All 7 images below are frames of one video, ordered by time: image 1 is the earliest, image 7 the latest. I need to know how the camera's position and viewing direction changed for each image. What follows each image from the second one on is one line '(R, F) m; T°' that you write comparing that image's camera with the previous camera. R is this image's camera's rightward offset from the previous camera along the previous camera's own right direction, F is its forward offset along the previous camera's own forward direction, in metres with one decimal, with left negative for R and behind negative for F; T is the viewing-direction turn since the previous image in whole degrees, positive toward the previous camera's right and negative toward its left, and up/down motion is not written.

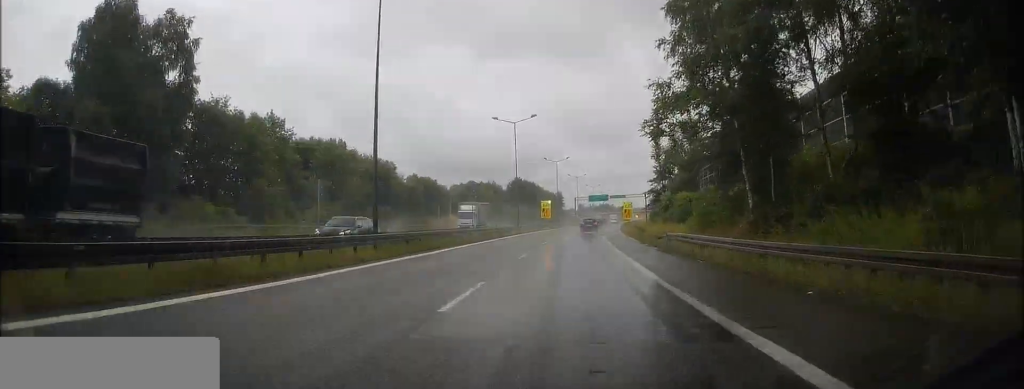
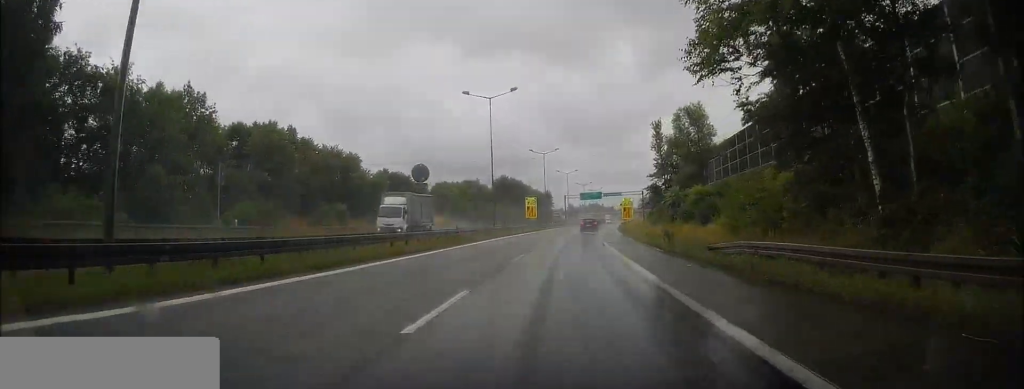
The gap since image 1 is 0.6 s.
(+0.1, +13.7) m; +1°
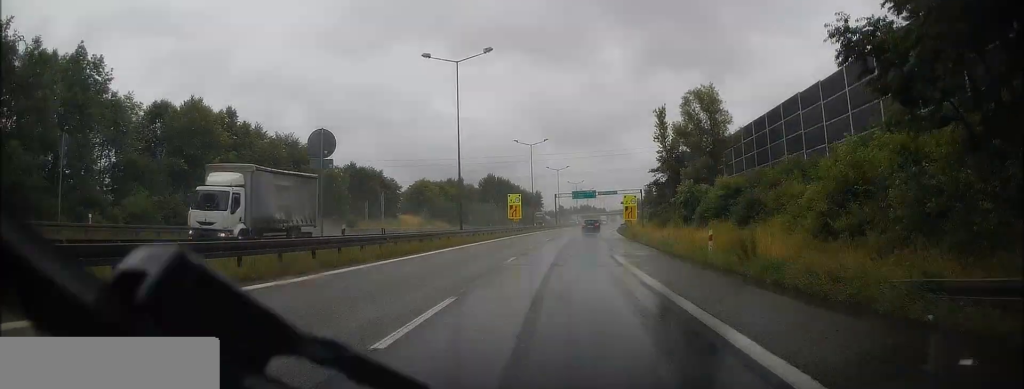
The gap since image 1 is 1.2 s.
(+0.1, +12.9) m; +1°
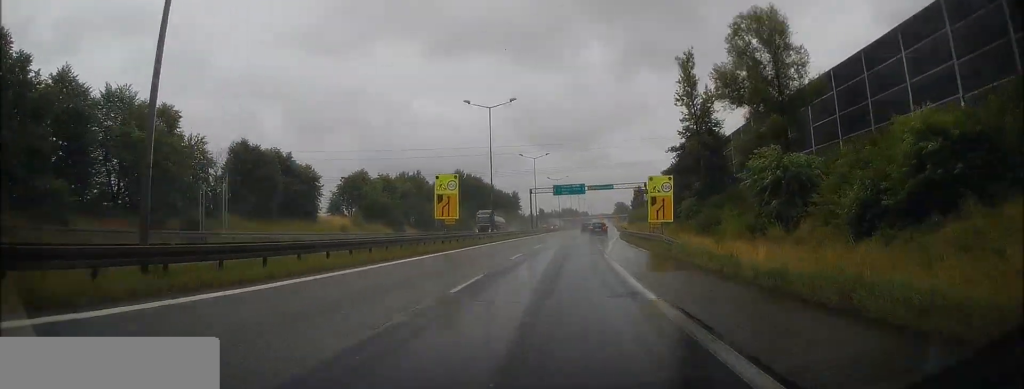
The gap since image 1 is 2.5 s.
(+0.3, +30.3) m; +1°
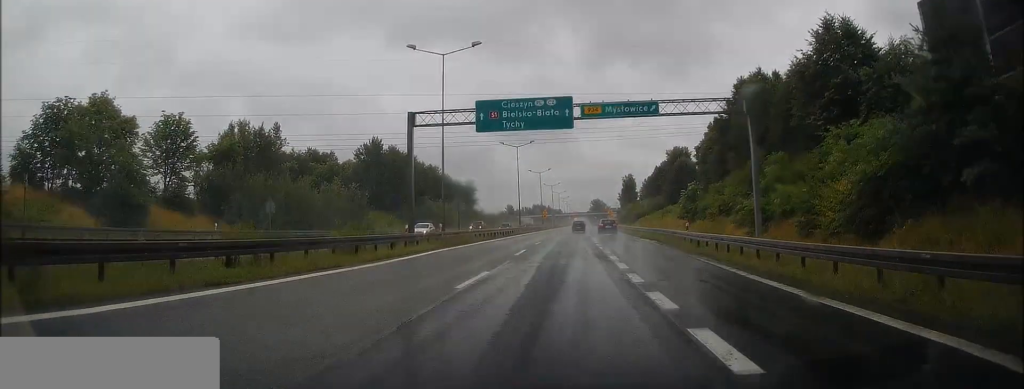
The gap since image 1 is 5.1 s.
(+1.8, +59.2) m; +3°
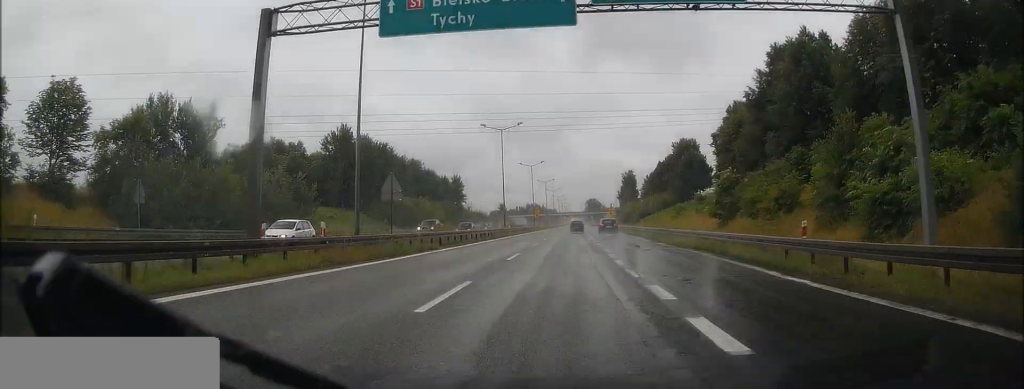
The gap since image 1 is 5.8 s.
(0.0, +15.3) m; +1°
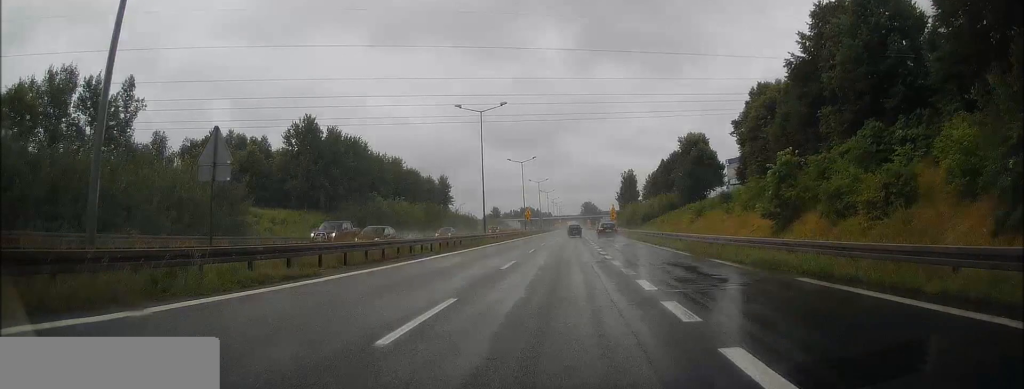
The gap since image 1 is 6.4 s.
(+0.1, +13.8) m; 0°
